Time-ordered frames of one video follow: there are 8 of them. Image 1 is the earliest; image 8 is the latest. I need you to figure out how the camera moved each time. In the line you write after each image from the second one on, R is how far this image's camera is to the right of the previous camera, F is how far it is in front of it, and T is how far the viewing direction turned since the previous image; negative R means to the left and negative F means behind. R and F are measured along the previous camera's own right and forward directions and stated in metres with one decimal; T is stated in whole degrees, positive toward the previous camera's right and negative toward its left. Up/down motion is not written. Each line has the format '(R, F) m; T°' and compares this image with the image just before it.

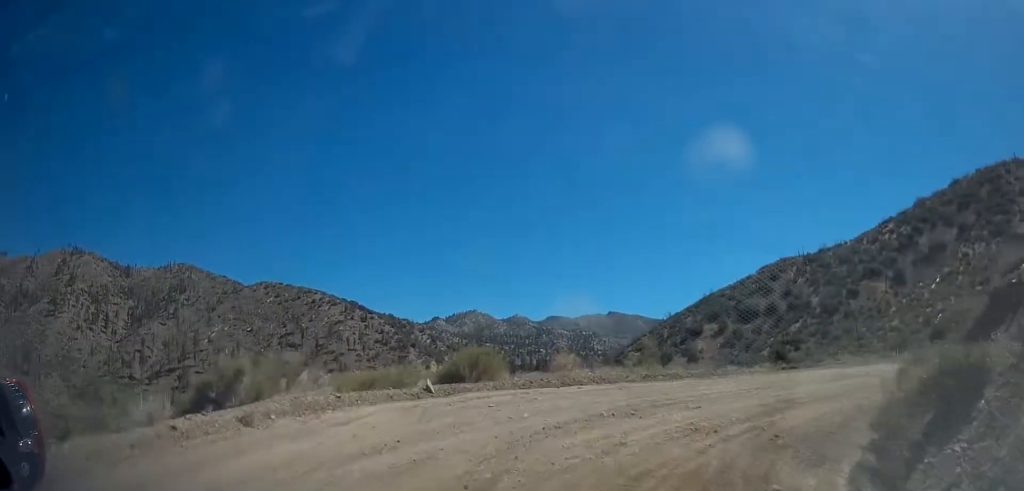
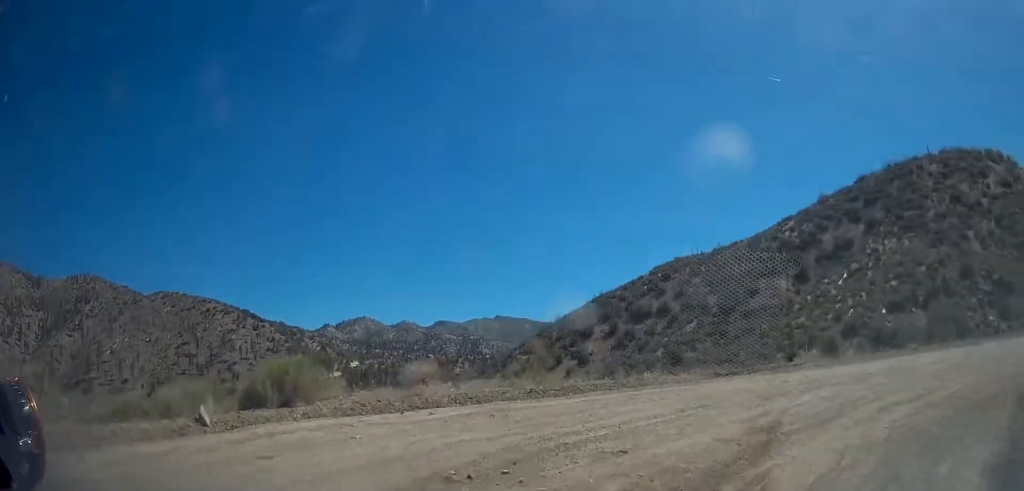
(+0.4, +5.8) m; +12°
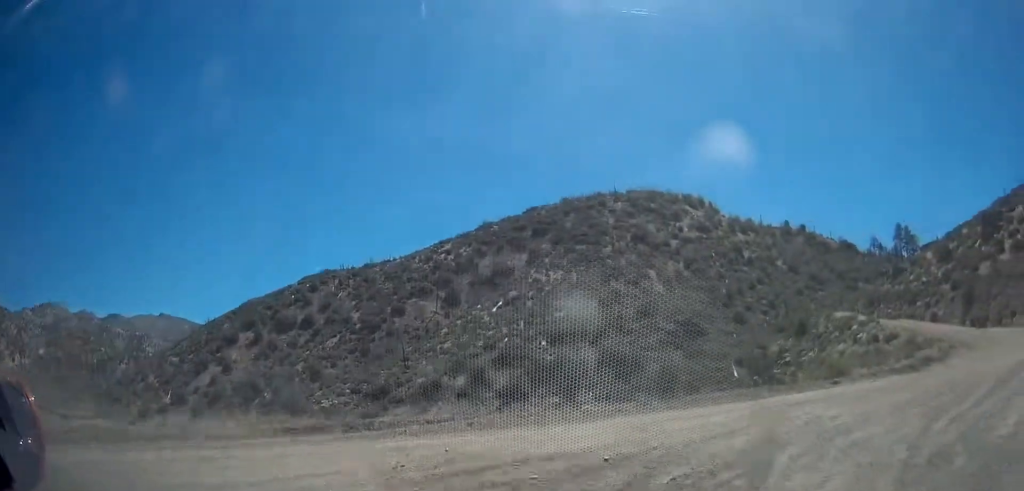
(+1.3, +7.7) m; +28°
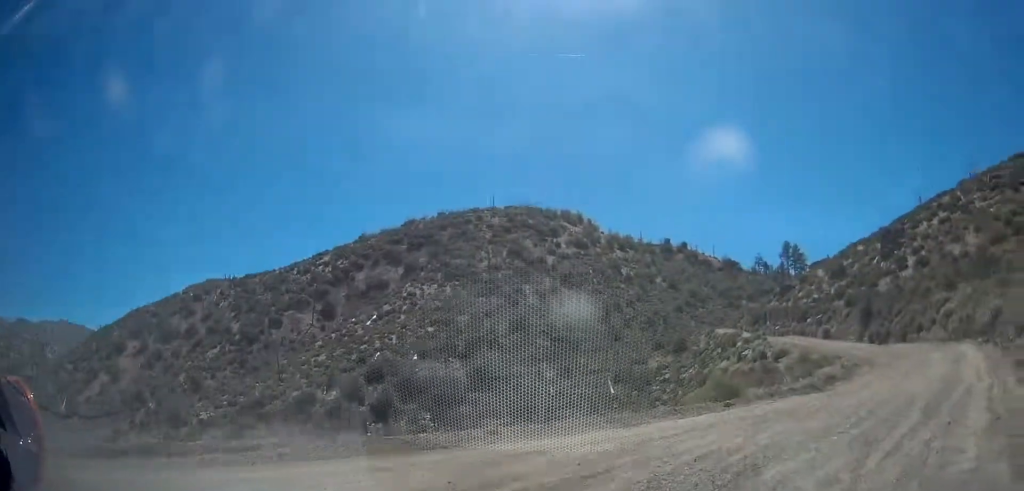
(+0.5, +2.0) m; +14°
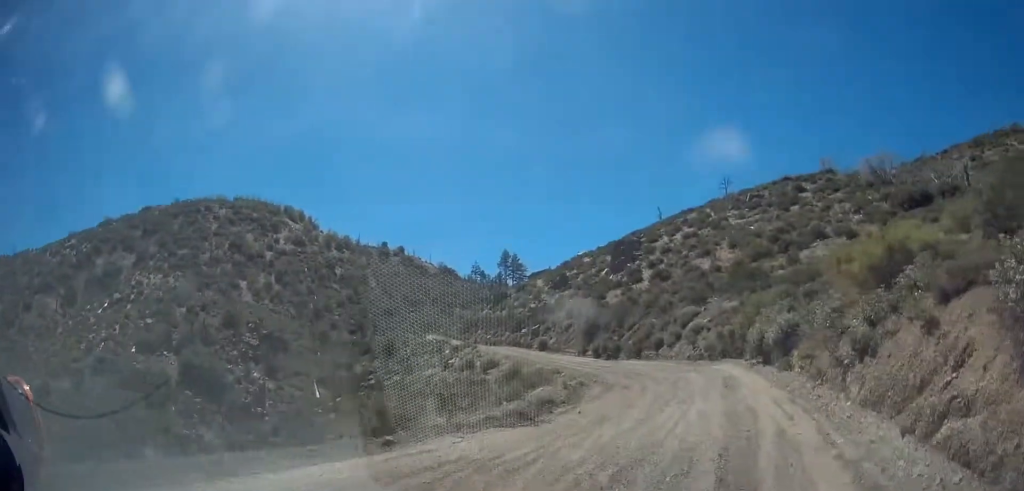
(+1.3, +4.6) m; +26°
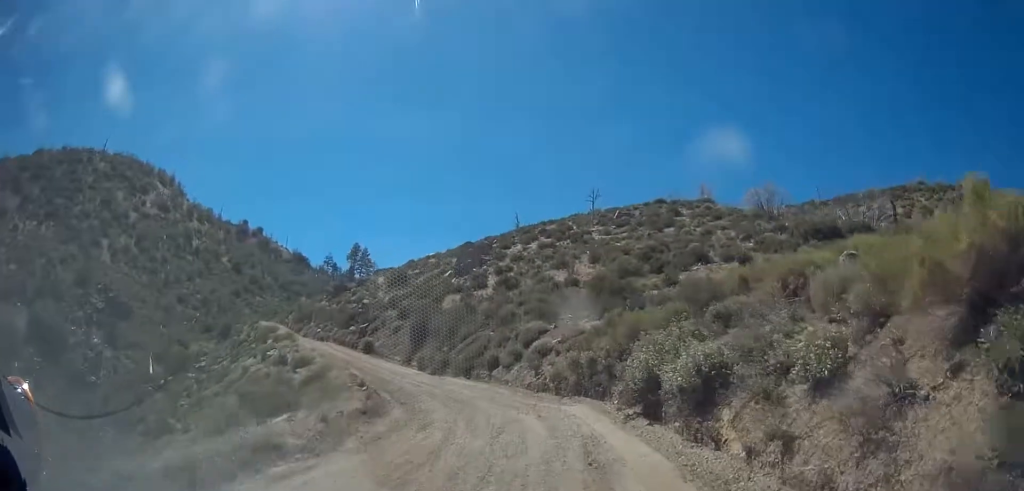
(+1.5, +7.1) m; +20°
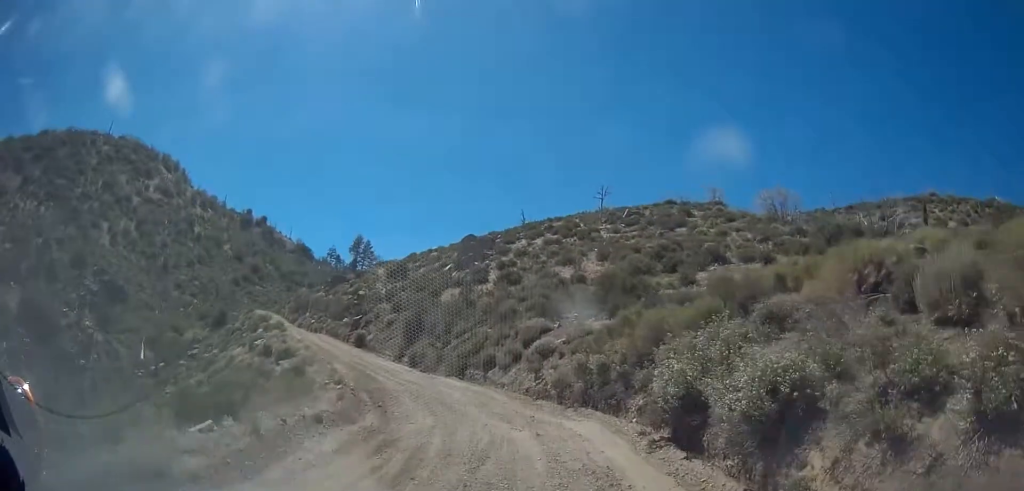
(+0.4, +3.0) m; 0°
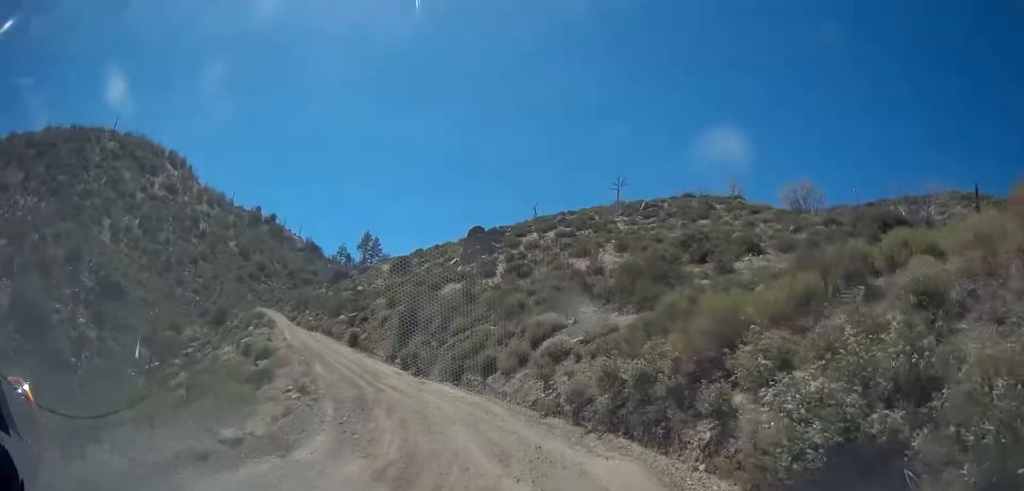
(-0.4, +4.6) m; -6°
